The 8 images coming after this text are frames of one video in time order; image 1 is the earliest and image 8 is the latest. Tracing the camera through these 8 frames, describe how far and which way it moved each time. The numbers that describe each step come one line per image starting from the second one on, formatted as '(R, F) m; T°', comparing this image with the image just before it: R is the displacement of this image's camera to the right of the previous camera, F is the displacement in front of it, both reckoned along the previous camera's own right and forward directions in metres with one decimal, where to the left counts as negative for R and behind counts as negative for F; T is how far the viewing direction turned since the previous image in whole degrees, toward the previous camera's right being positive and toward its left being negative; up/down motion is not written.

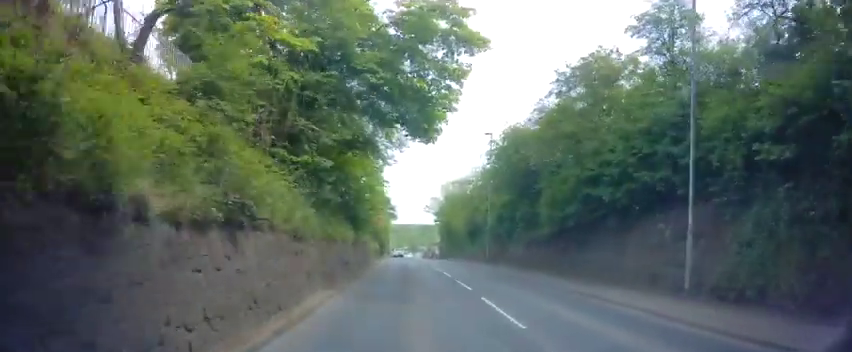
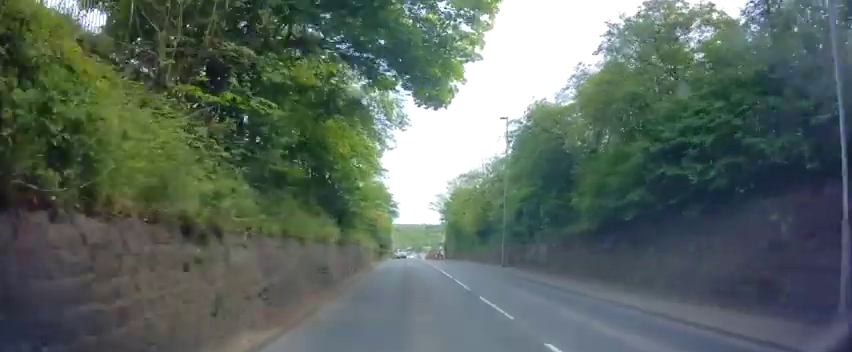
(0.0, +4.9) m; +1°
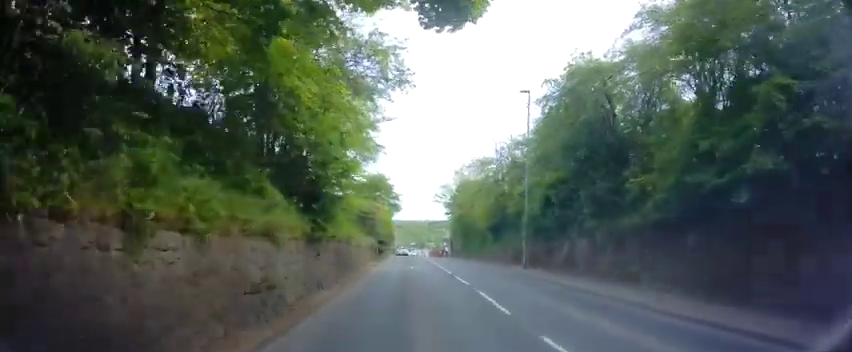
(+0.1, +5.4) m; 0°
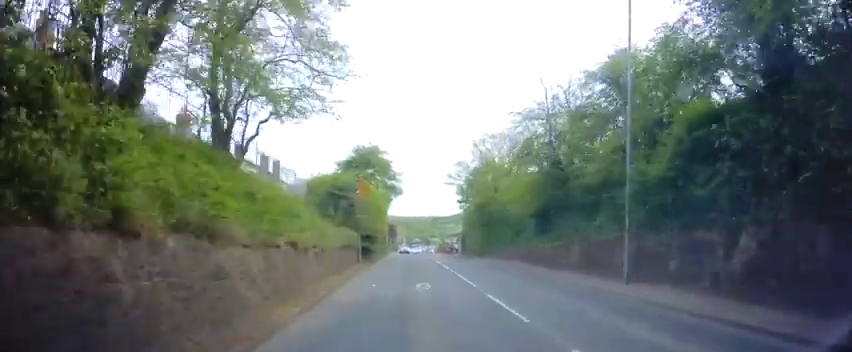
(0.0, +13.1) m; -1°
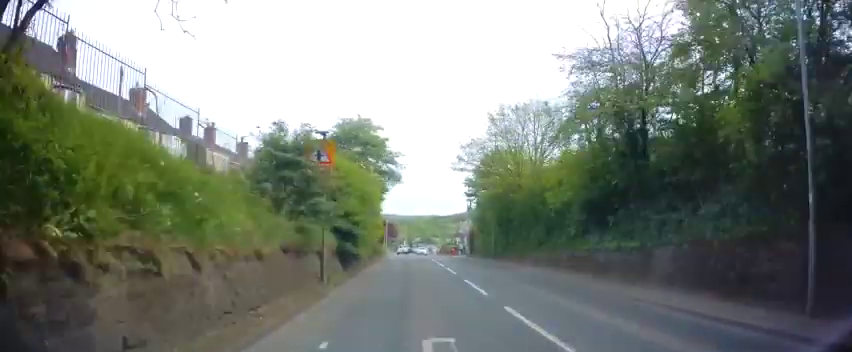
(-0.1, +8.1) m; -1°
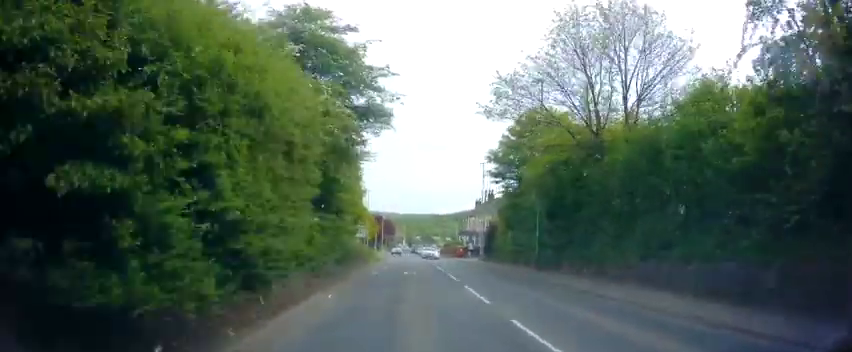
(0.0, +14.3) m; 0°
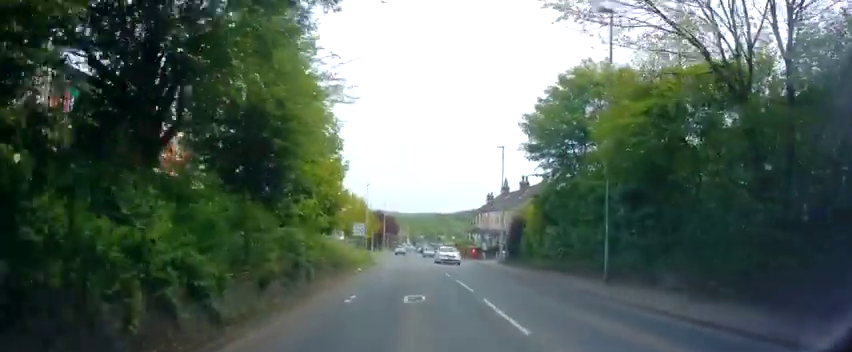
(0.0, +9.0) m; -1°
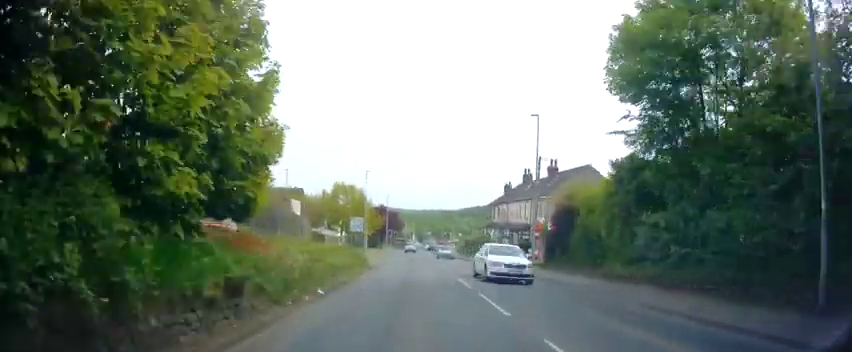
(-0.3, +10.2) m; 0°
